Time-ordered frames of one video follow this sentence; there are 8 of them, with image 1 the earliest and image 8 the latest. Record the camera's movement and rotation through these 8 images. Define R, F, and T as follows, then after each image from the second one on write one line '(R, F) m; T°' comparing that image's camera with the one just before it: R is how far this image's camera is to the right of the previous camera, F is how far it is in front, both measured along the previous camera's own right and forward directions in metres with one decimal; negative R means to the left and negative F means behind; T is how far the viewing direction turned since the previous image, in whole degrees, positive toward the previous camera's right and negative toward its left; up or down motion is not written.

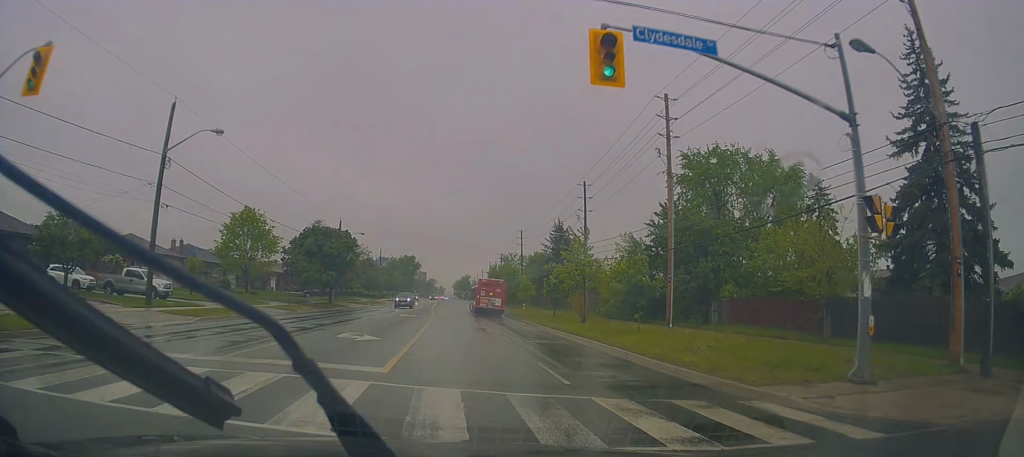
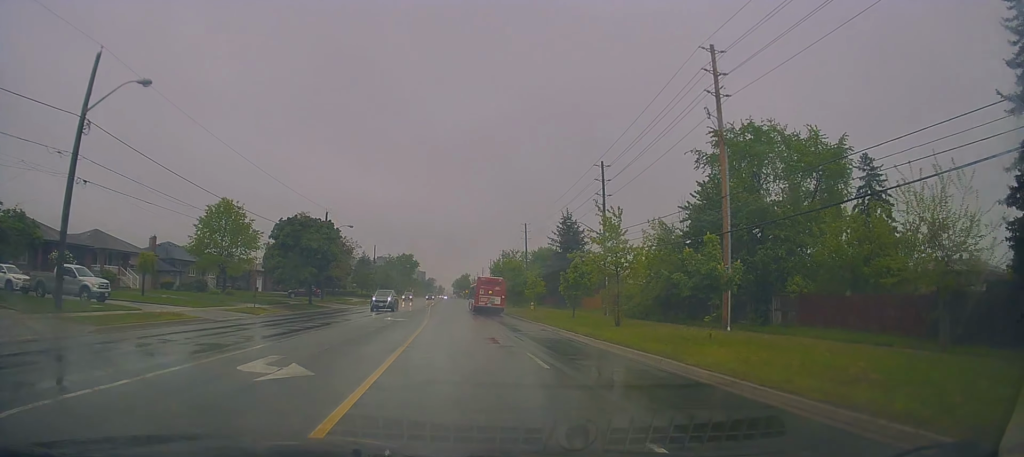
(0.0, +7.3) m; 0°
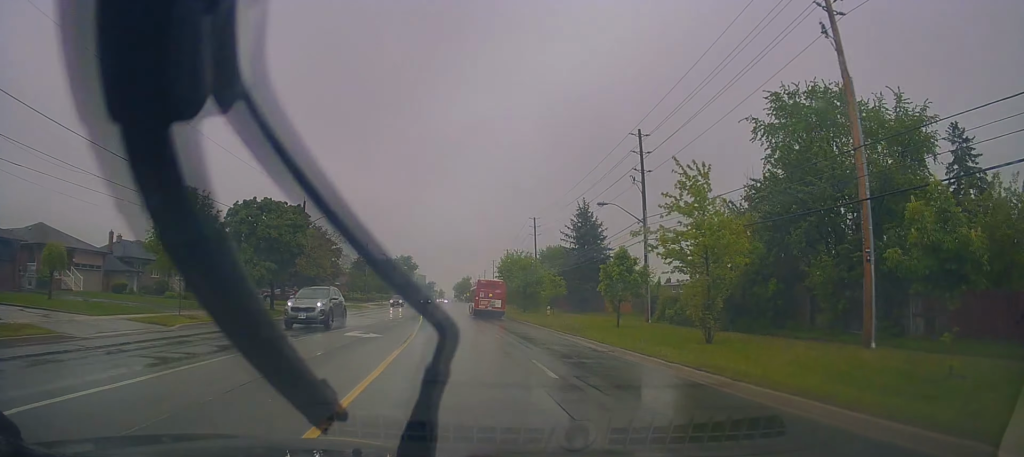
(0.0, +10.6) m; +1°
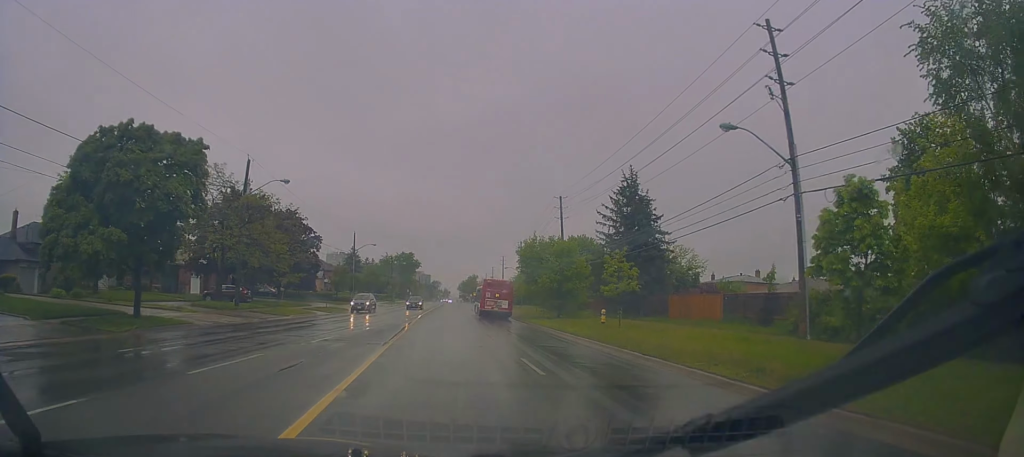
(+0.4, +17.6) m; 0°
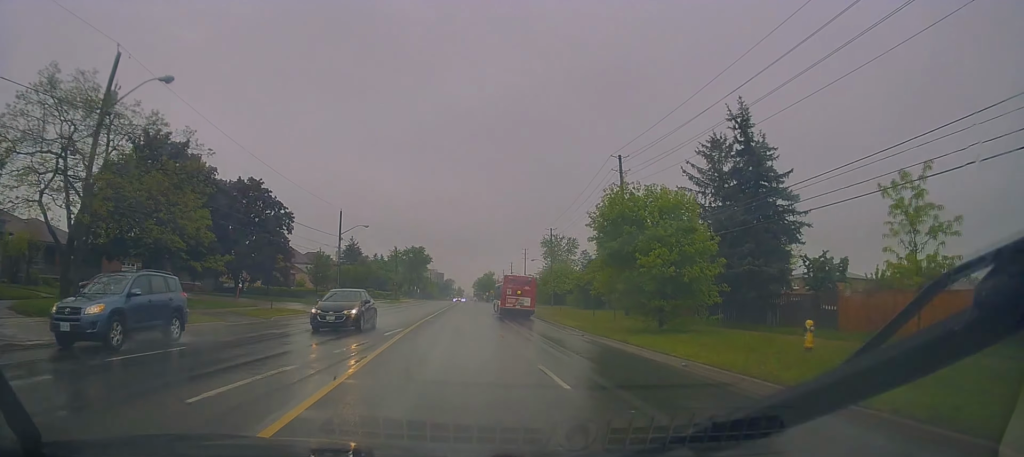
(-0.9, +19.8) m; -1°
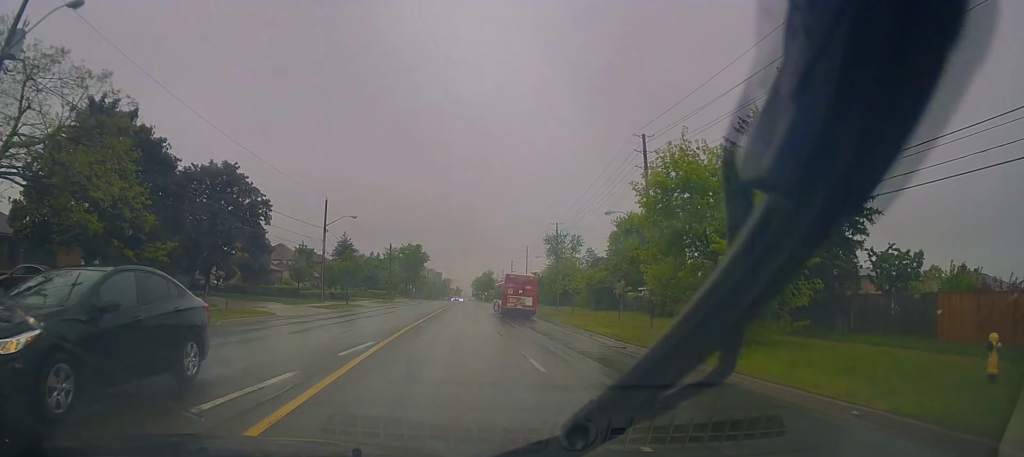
(+0.3, +6.2) m; 0°
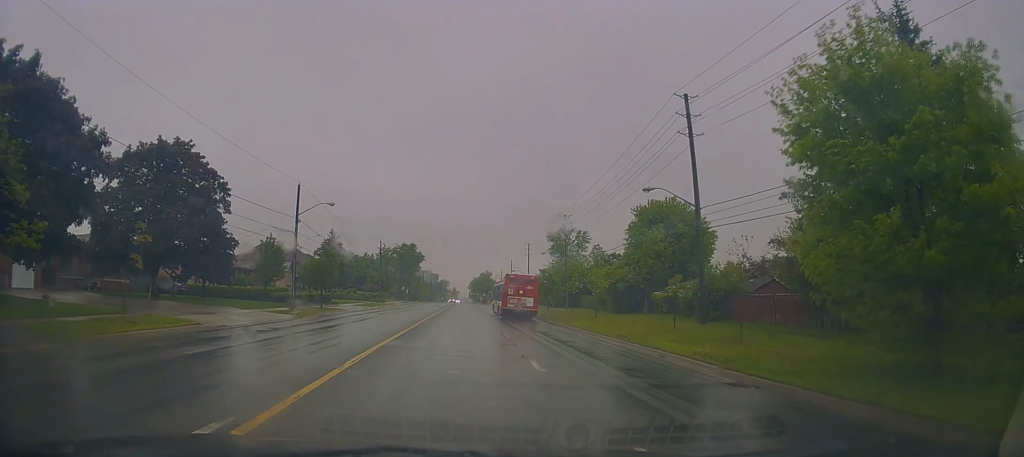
(+0.6, +9.4) m; 0°
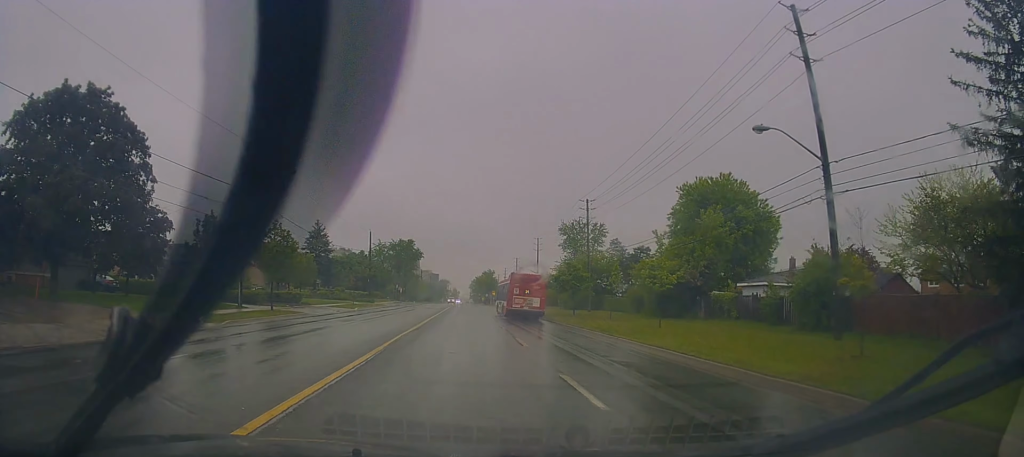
(-0.8, +12.5) m; -1°
